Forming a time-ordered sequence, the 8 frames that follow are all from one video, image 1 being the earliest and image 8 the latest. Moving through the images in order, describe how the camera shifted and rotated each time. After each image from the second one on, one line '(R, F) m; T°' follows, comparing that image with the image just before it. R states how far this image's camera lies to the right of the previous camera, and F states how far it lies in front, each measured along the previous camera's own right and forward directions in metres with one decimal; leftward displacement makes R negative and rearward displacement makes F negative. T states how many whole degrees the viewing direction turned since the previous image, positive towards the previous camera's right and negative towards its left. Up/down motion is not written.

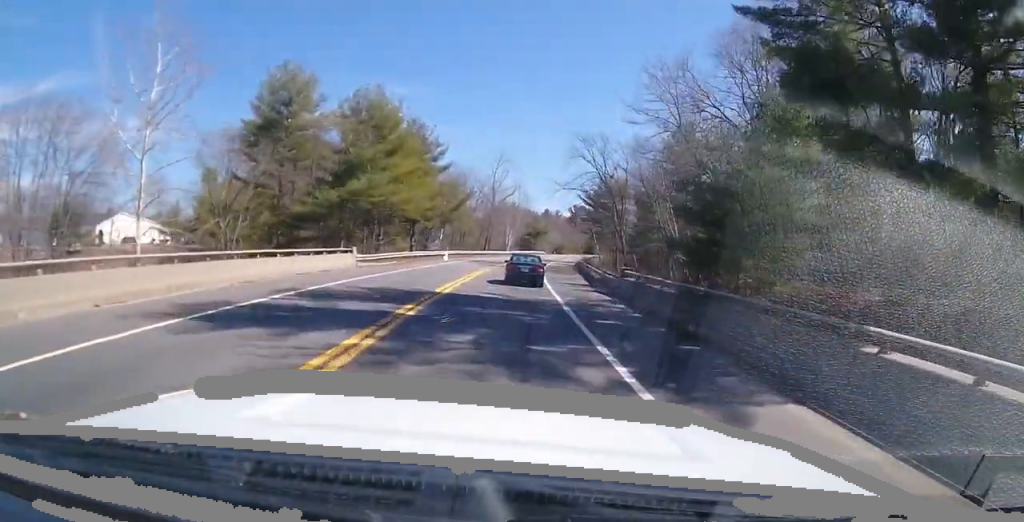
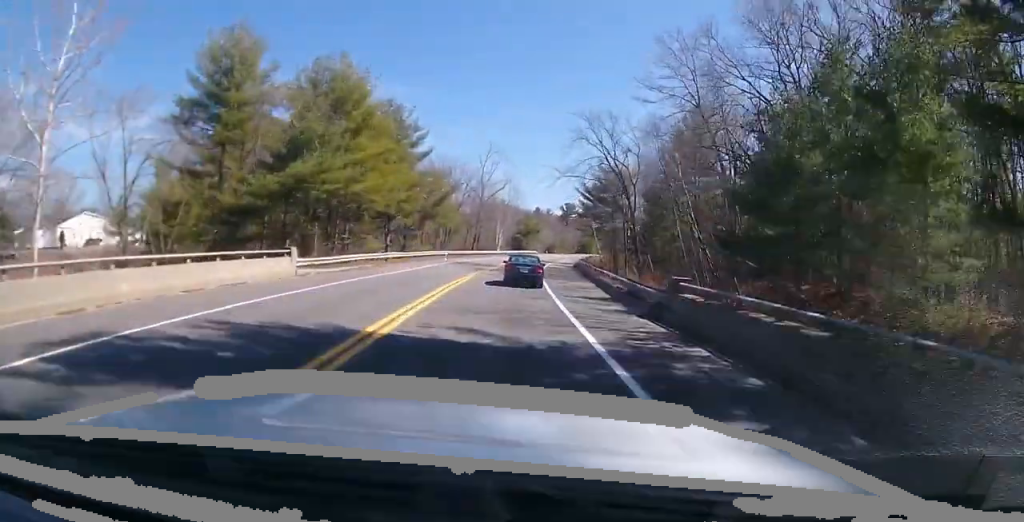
(0.0, +8.6) m; +2°
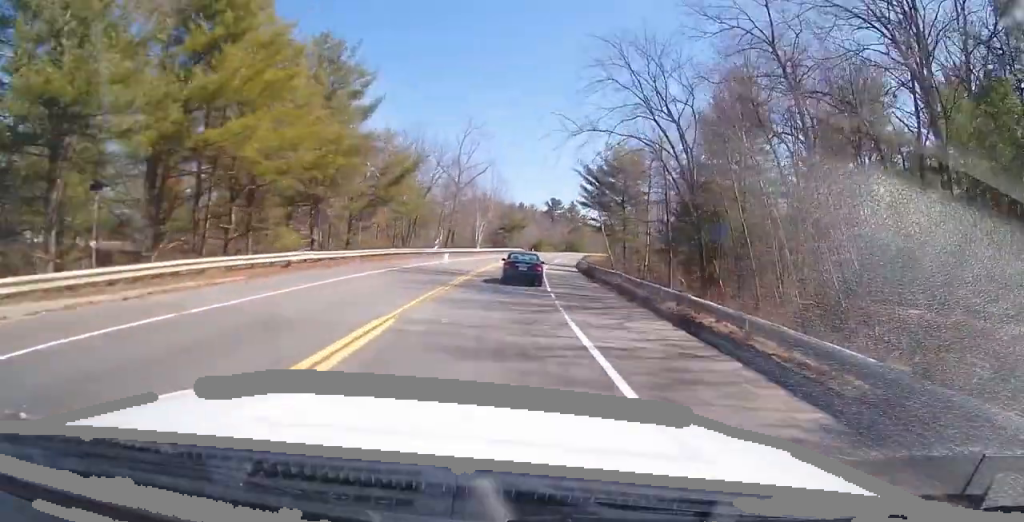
(+0.6, +16.9) m; +3°
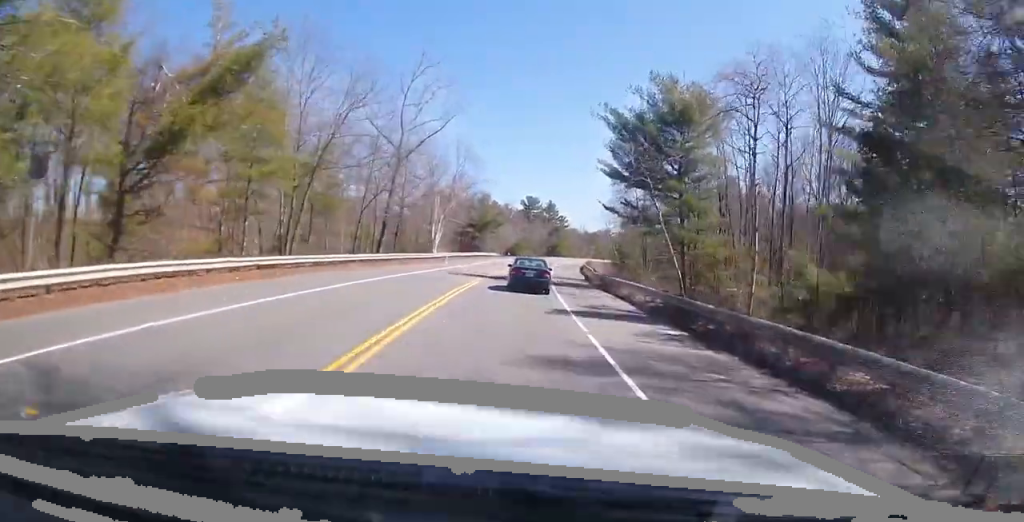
(+0.4, +27.4) m; +3°
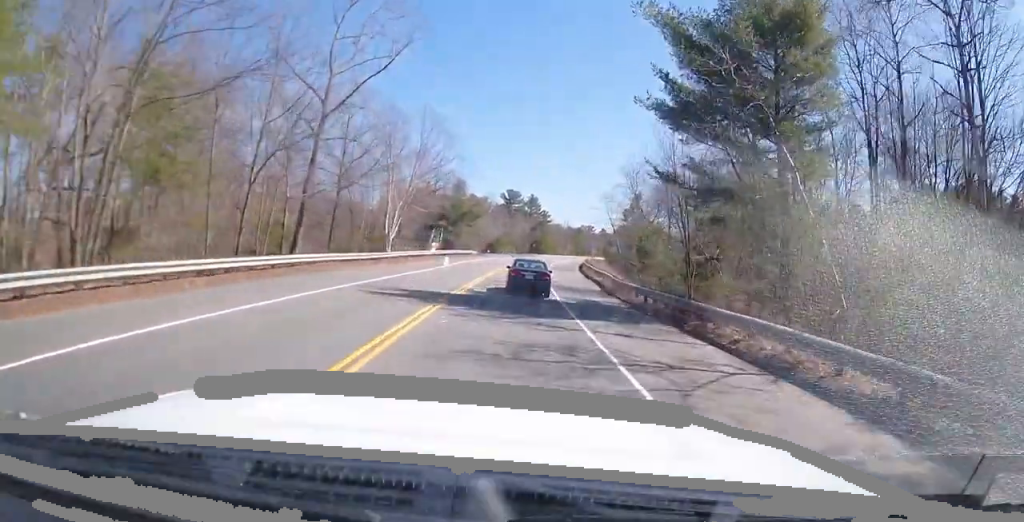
(+0.8, +15.5) m; +2°
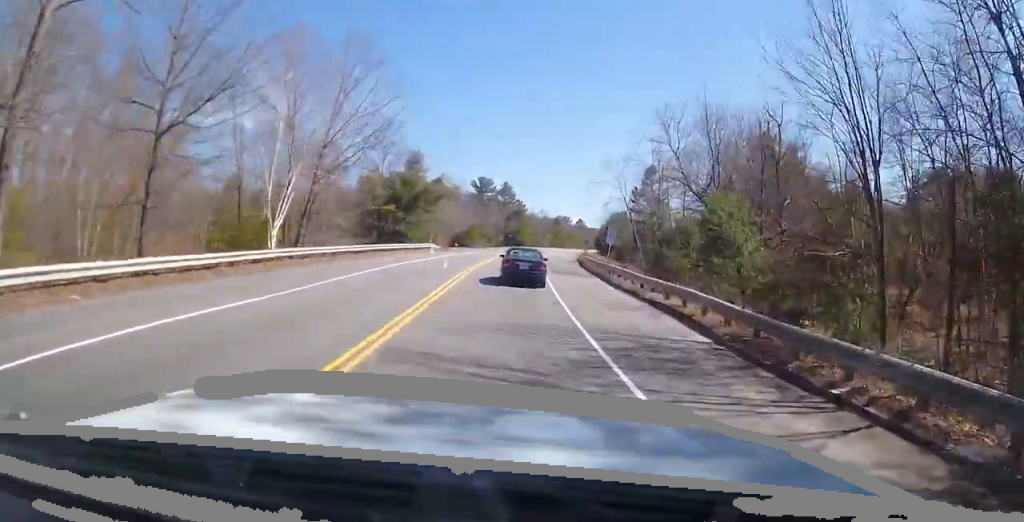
(-0.5, +19.5) m; -1°
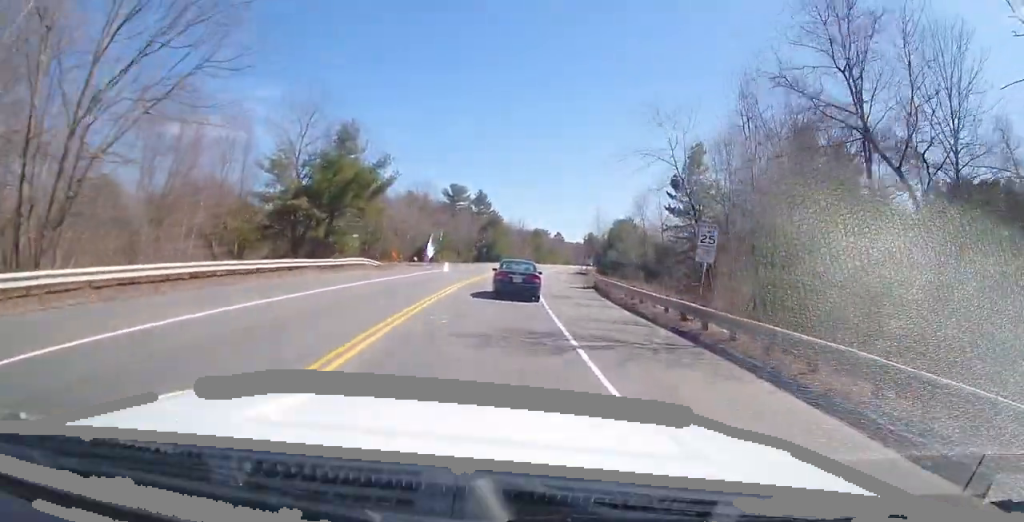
(+0.5, +19.9) m; +4°
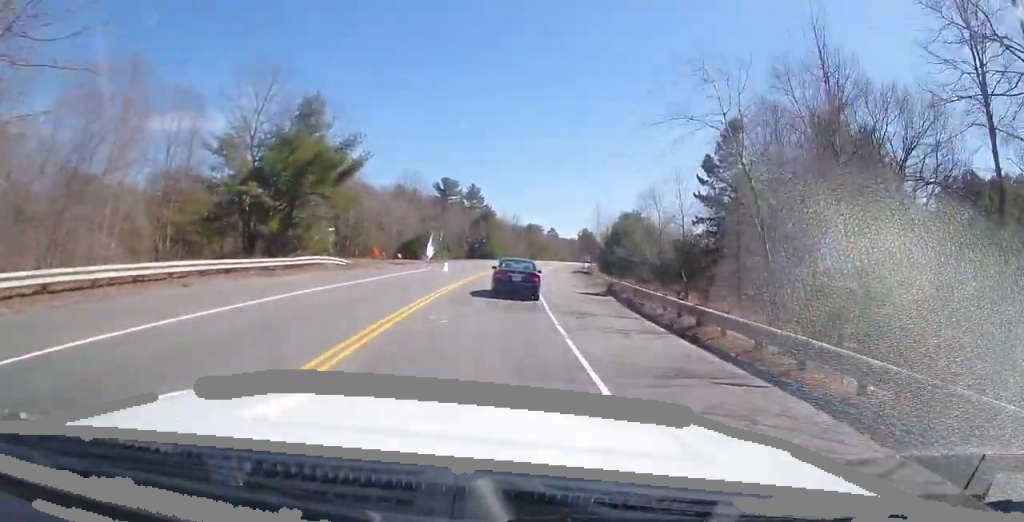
(+0.1, +7.2) m; +2°
